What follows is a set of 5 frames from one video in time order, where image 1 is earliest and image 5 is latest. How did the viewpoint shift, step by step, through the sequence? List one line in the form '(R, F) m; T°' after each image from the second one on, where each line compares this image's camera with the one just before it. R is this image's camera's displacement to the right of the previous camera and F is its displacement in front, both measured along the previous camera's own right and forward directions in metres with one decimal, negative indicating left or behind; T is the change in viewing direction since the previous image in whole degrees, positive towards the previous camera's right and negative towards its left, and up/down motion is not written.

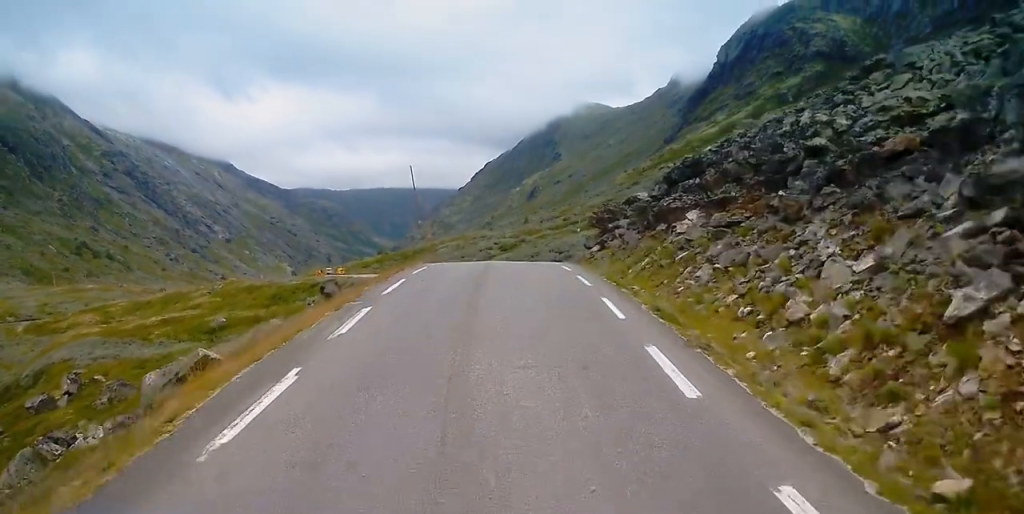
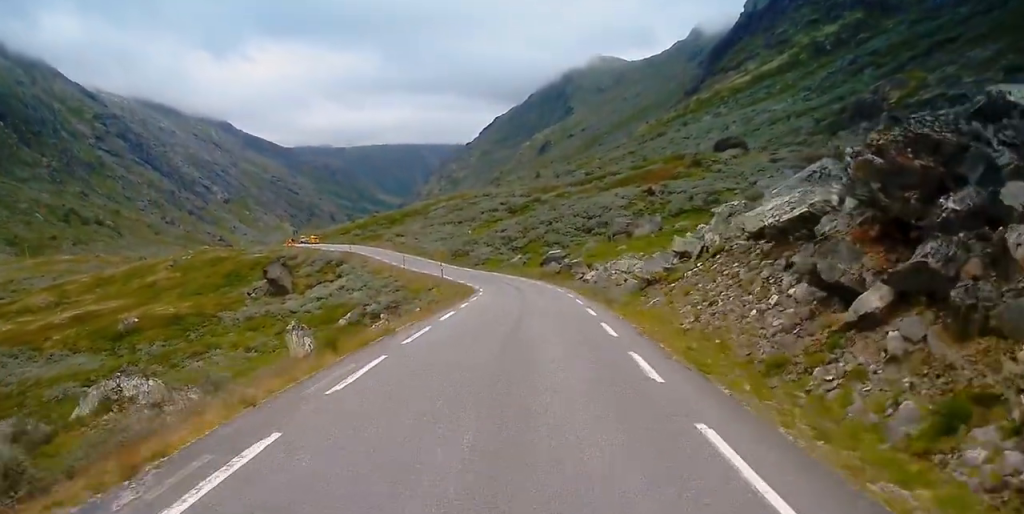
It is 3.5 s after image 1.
(-1.5, +40.3) m; -3°
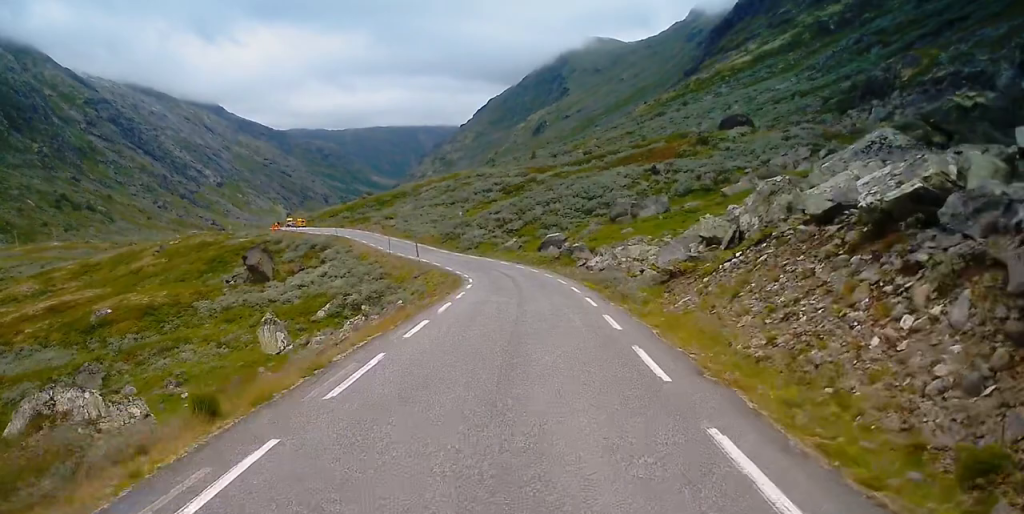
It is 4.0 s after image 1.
(-0.2, +6.7) m; 0°
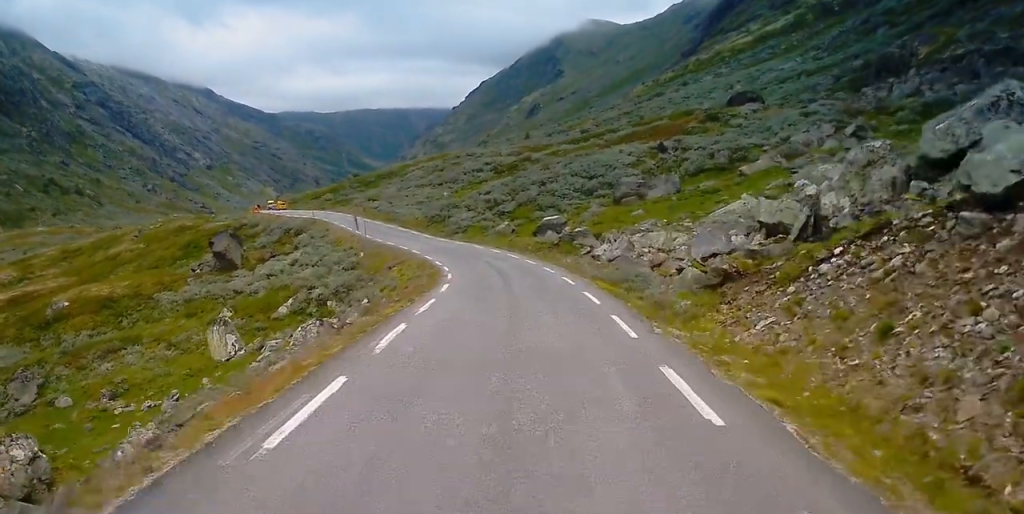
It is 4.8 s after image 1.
(+0.2, +9.2) m; 0°
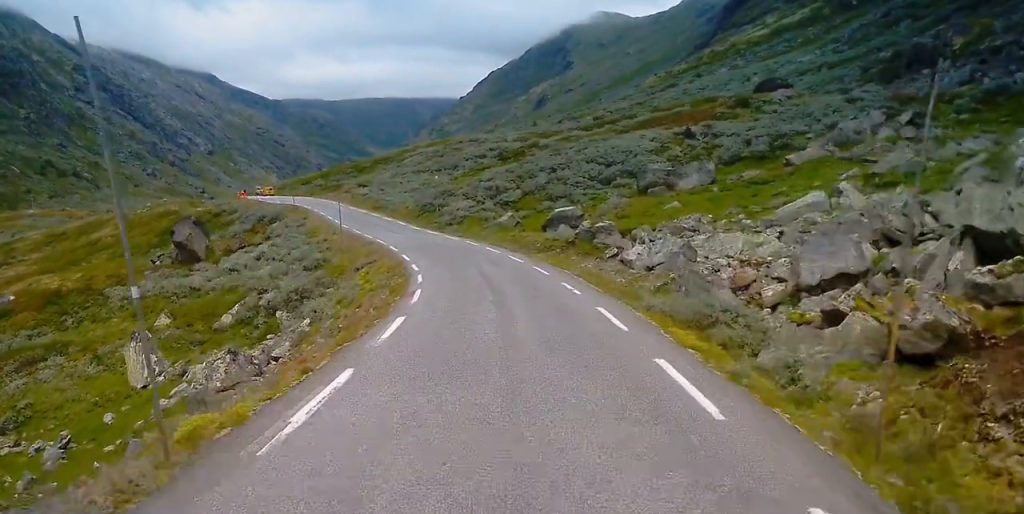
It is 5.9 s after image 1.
(-0.1, +12.3) m; -1°
